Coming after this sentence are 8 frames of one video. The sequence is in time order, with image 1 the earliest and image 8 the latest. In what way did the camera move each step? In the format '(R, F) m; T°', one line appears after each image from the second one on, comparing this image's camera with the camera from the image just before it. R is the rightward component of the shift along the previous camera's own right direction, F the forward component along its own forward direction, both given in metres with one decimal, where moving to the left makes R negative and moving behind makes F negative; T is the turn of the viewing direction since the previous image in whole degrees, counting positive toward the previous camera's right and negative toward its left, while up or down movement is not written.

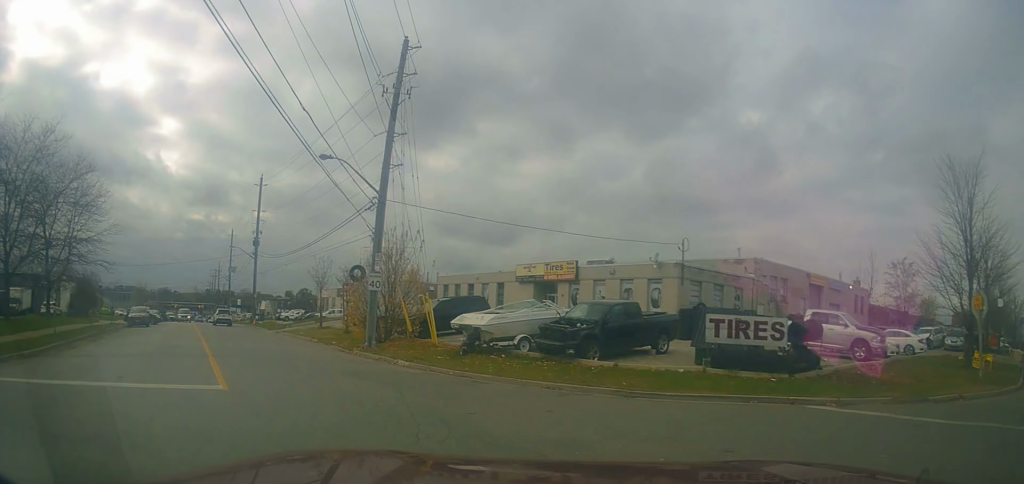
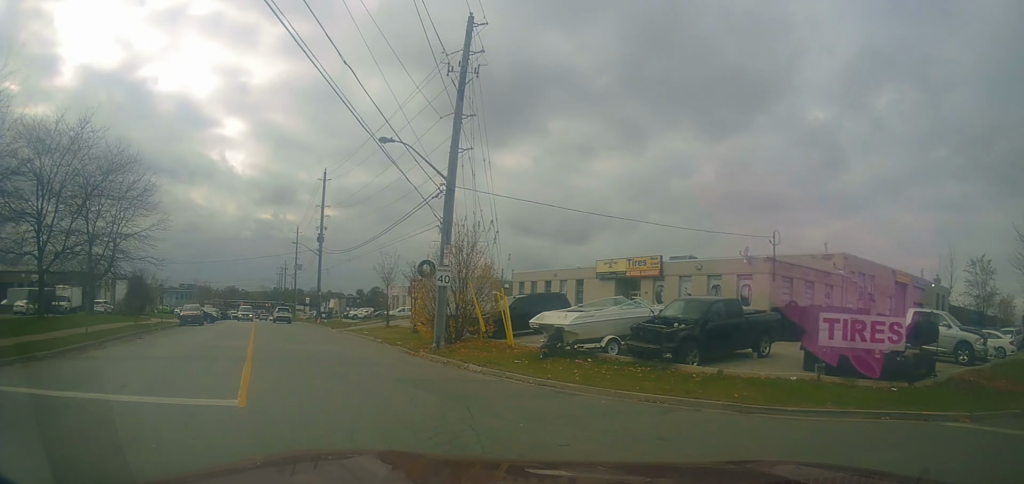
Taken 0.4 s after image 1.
(-0.3, +2.3) m; -6°
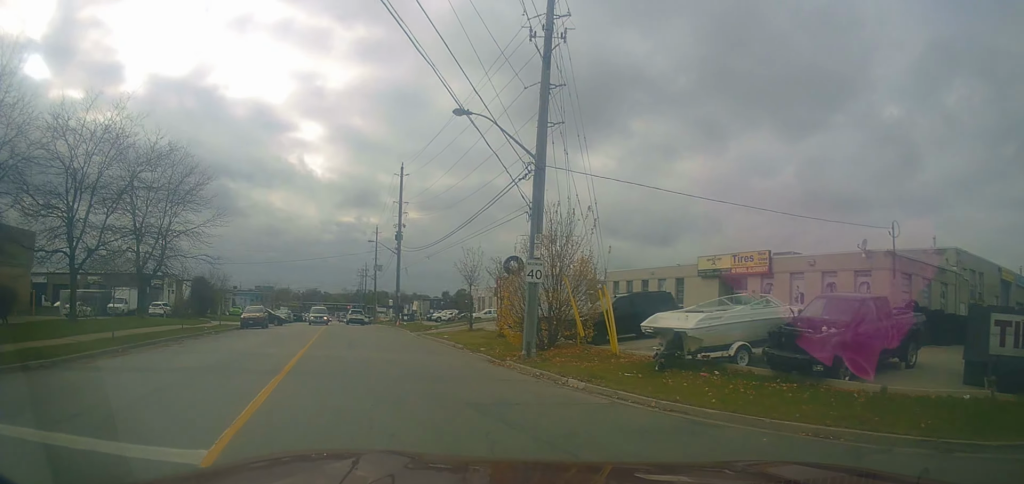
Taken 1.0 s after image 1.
(-0.1, +3.2) m; -9°
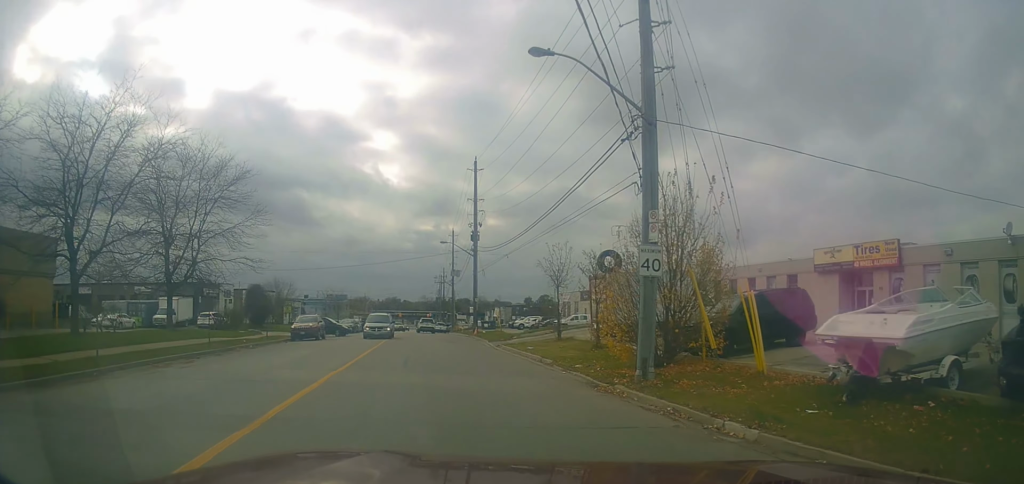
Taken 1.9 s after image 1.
(-0.4, +5.0) m; -14°
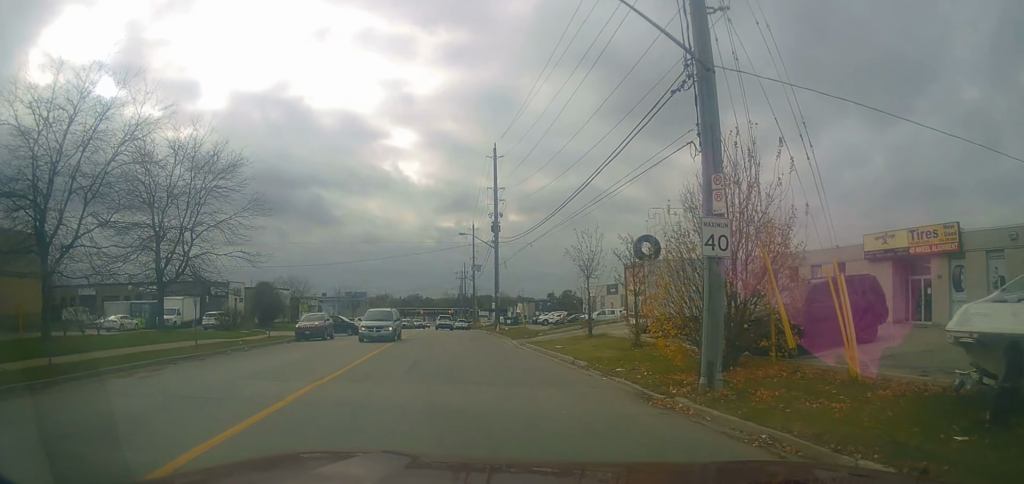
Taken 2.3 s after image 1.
(-0.3, +2.9) m; -3°
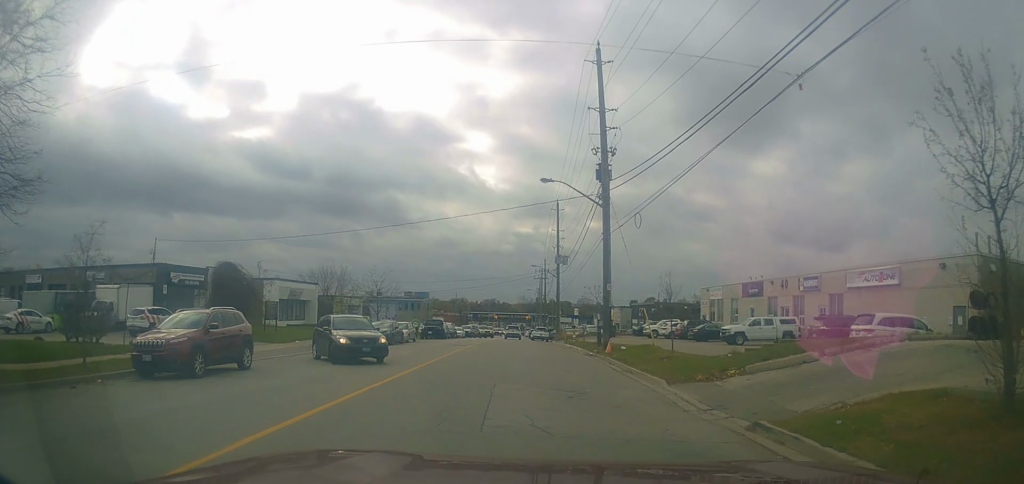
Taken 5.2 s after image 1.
(-1.2, +19.9) m; -5°
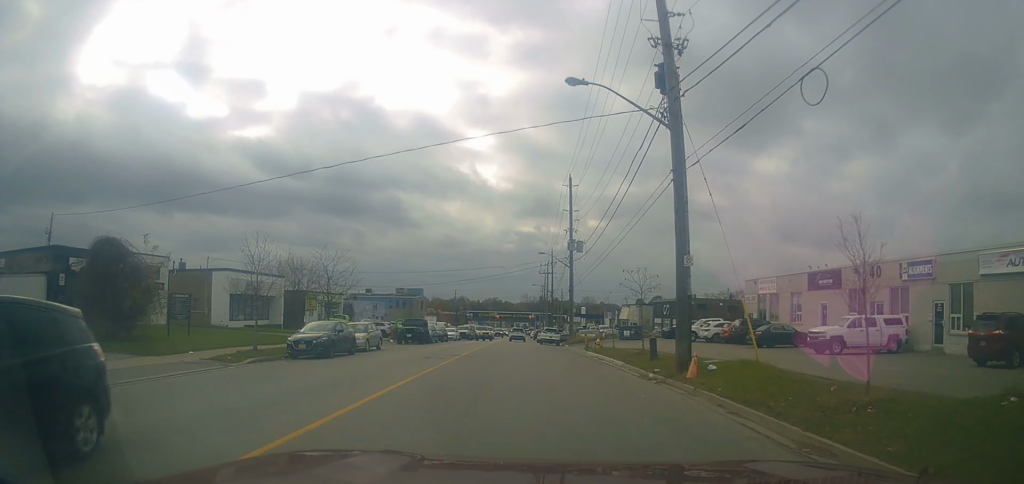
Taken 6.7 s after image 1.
(+0.1, +11.6) m; -2°
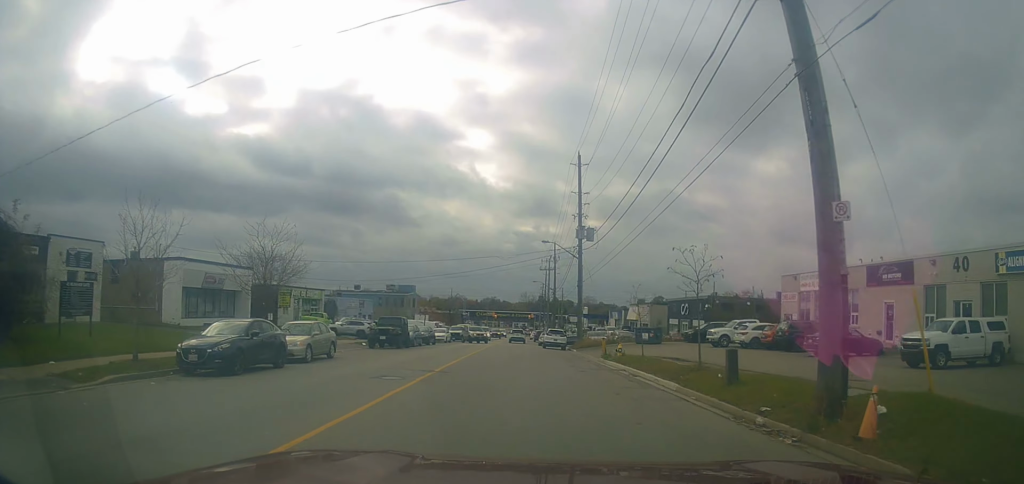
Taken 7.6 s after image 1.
(-0.3, +7.6) m; 0°
